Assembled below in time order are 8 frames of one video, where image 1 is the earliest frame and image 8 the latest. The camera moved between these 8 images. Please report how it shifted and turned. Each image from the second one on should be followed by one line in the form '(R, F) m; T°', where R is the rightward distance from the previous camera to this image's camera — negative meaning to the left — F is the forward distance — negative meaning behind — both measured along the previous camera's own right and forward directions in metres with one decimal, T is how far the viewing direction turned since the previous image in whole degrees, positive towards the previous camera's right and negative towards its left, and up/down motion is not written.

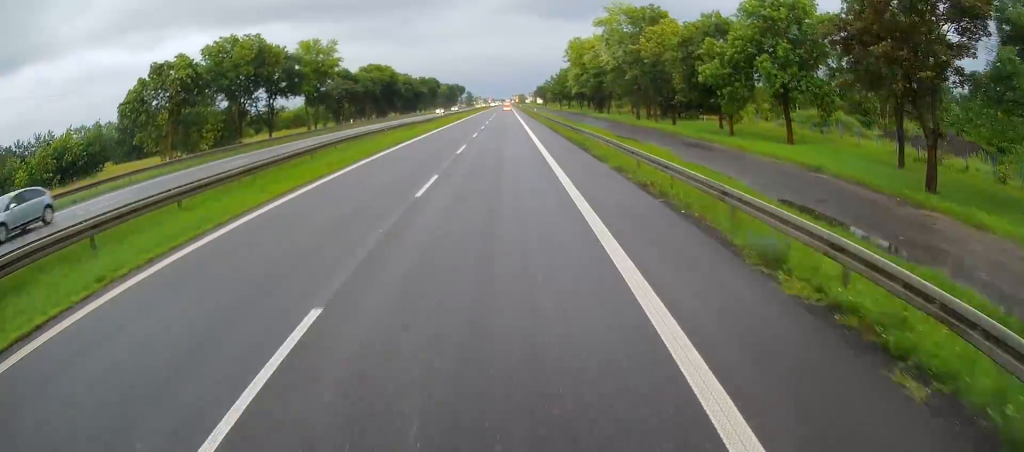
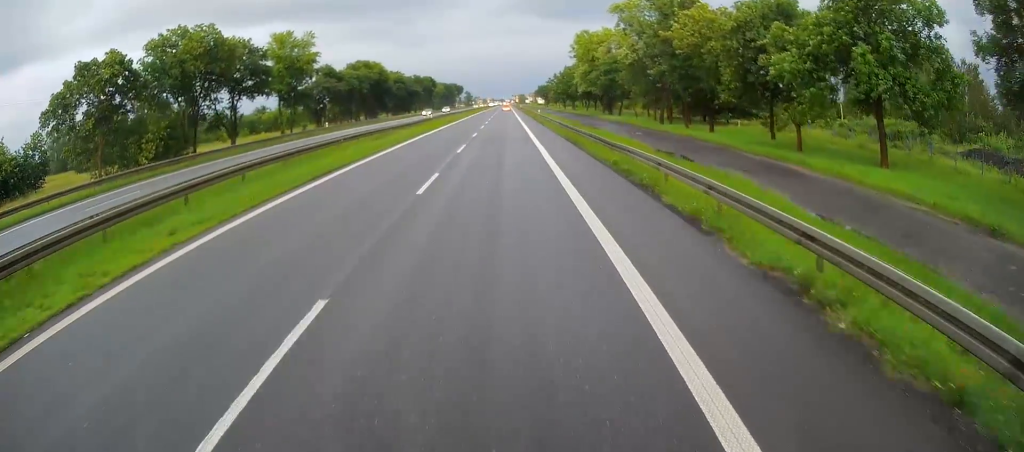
(+0.1, +11.1) m; 0°
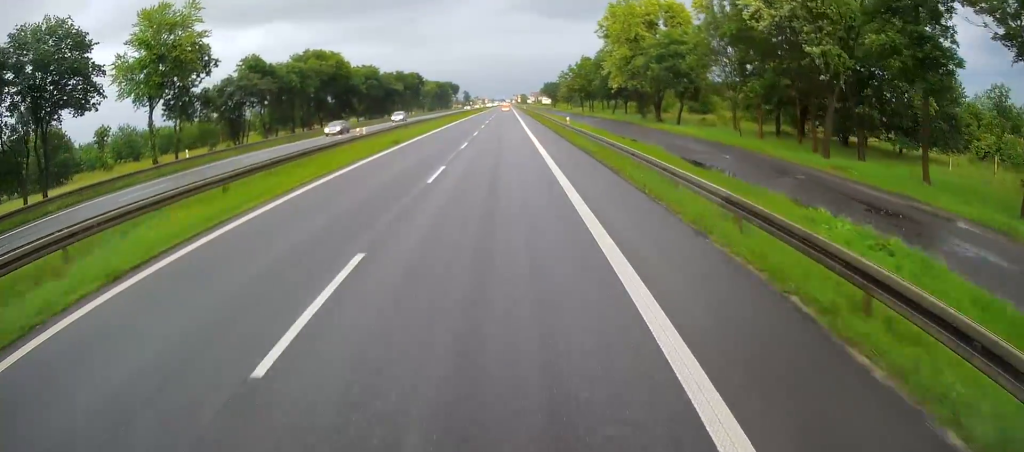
(-0.1, +32.8) m; -1°
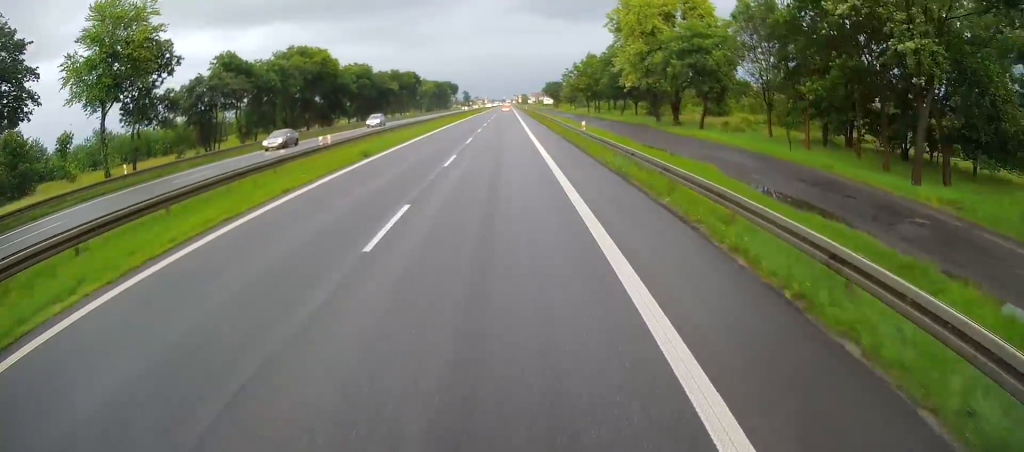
(0.0, +7.5) m; 0°
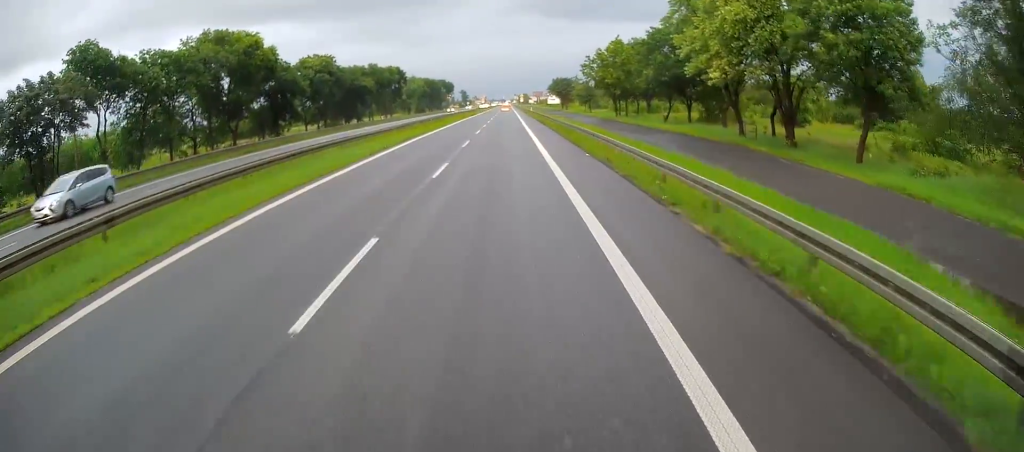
(+0.3, +26.5) m; 0°
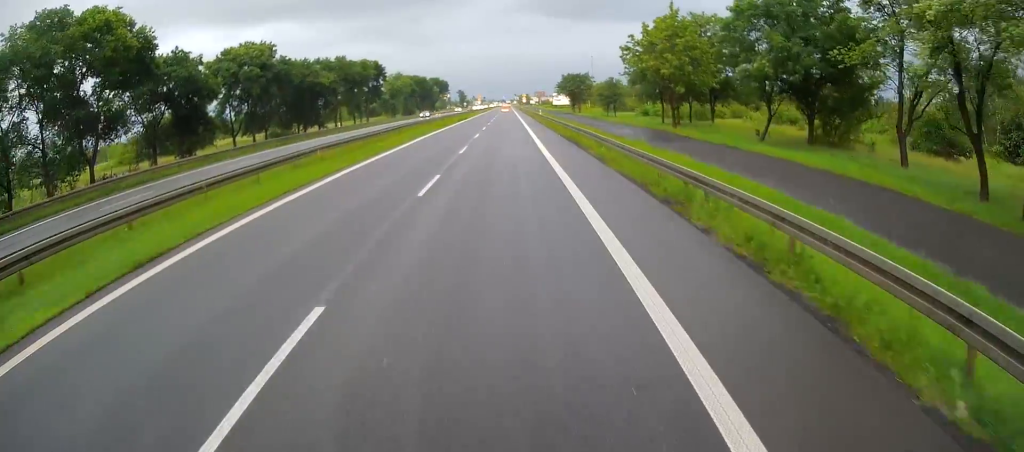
(-0.4, +26.5) m; 0°
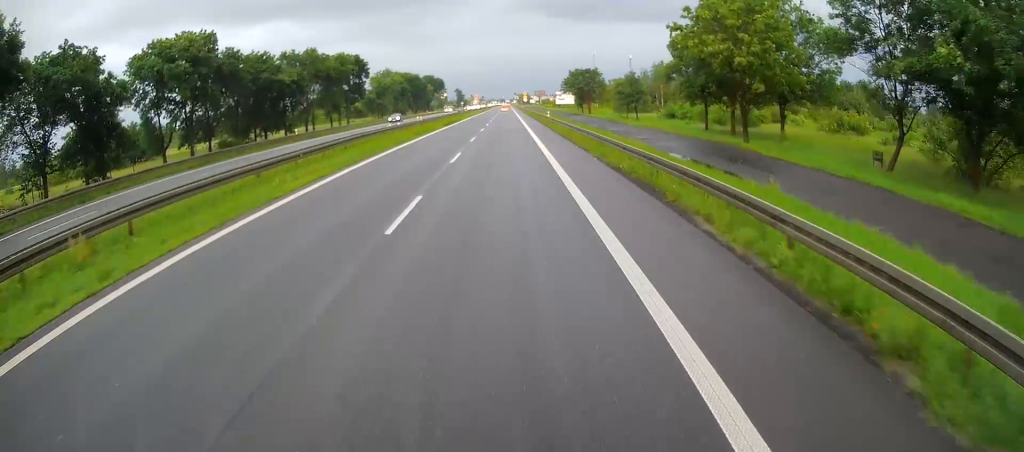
(+0.3, +15.5) m; +1°
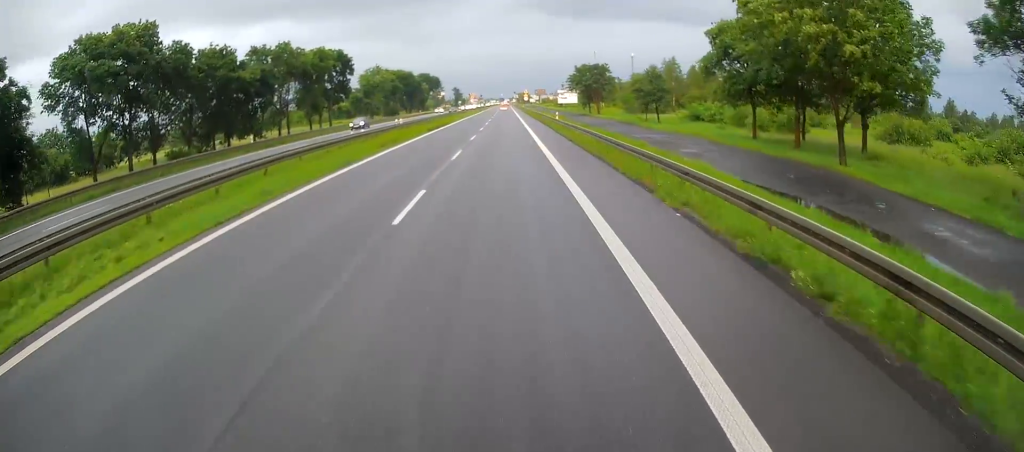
(0.0, +10.9) m; 0°
